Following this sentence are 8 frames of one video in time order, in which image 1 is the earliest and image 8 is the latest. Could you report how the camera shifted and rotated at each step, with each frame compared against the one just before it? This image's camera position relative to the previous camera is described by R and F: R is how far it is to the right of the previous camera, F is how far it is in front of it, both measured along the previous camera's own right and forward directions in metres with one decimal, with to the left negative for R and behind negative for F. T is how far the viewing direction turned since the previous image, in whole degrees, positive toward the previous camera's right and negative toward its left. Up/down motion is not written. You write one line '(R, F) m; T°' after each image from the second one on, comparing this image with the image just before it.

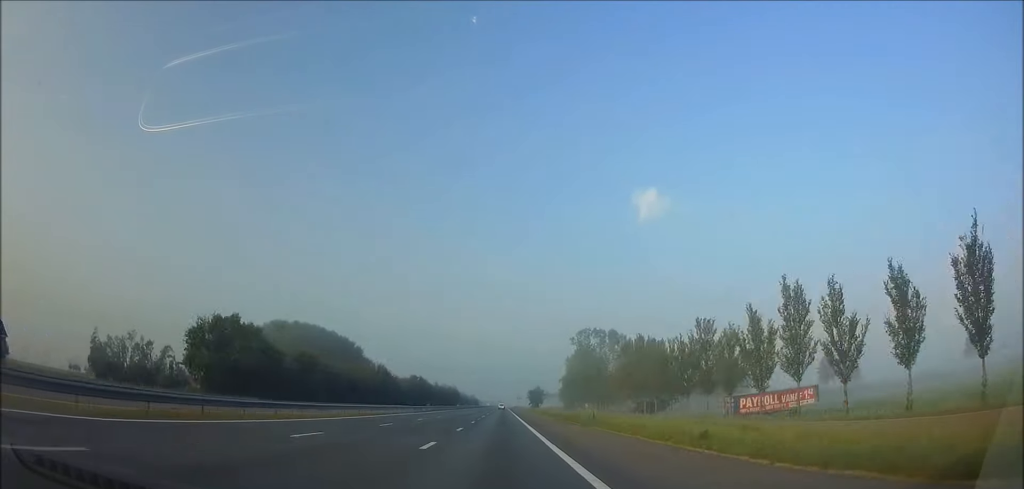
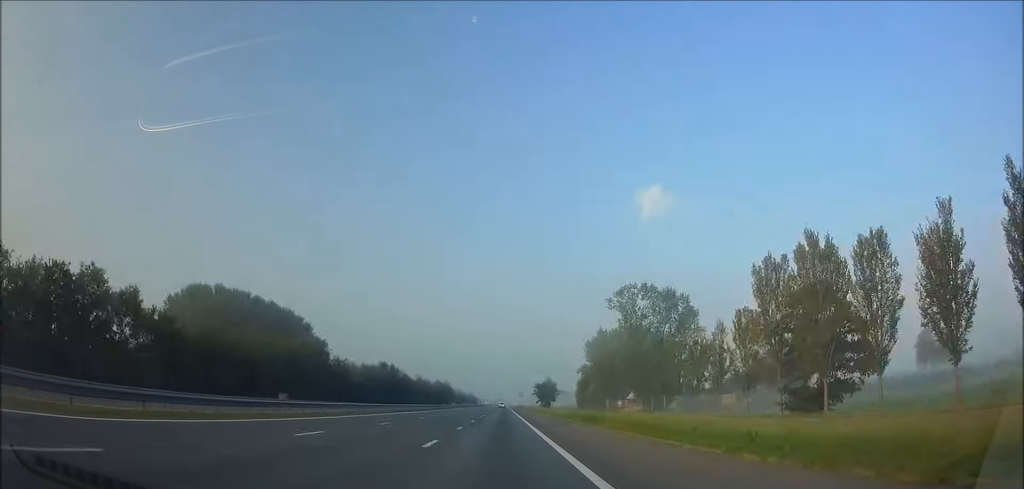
(0.0, +58.6) m; 0°
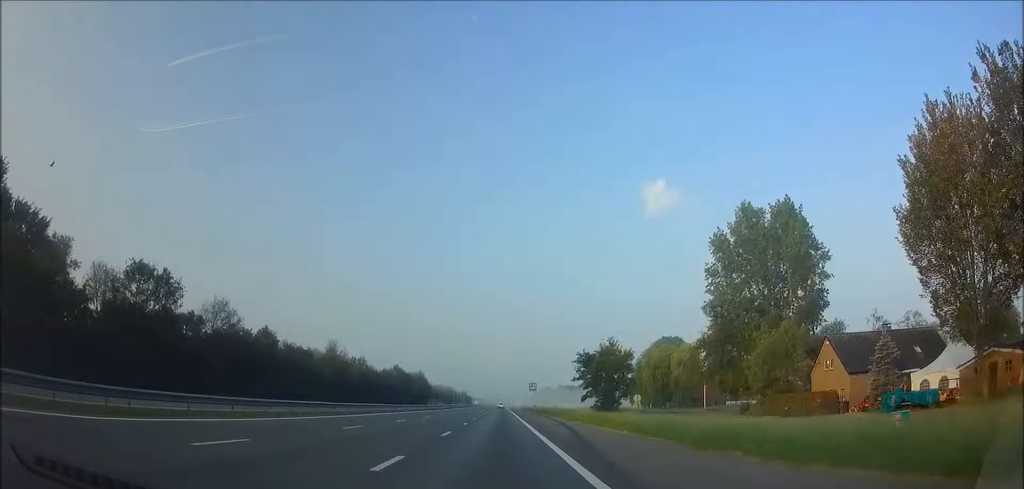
(0.0, +121.2) m; 0°
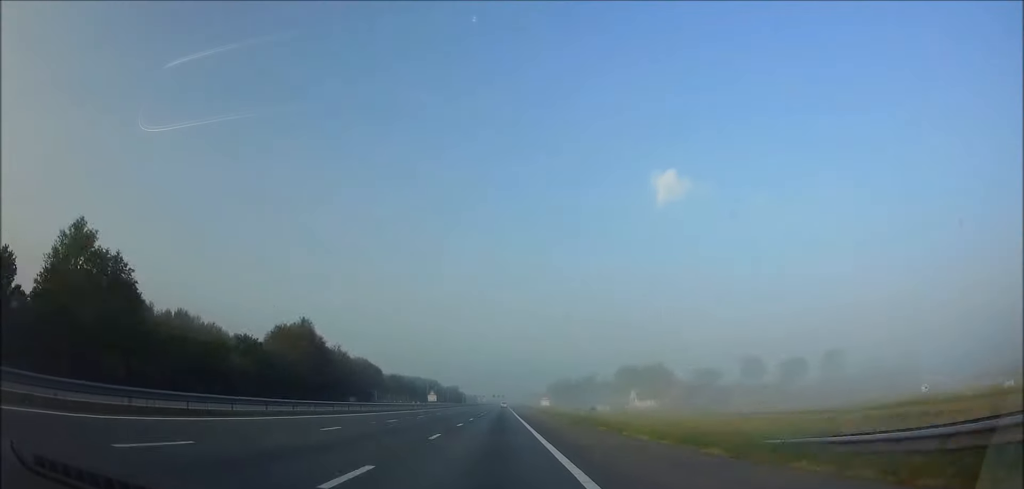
(-0.3, +176.1) m; 0°
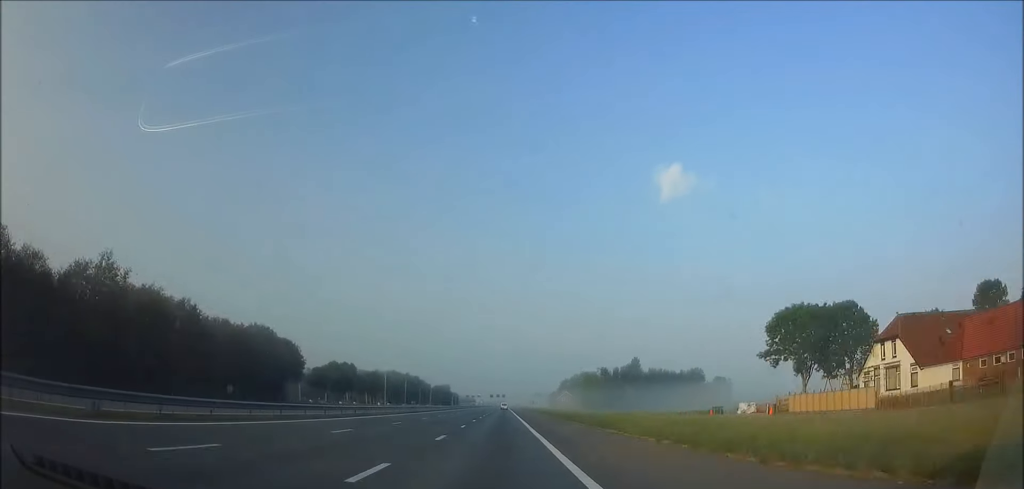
(-0.1, +120.1) m; 0°
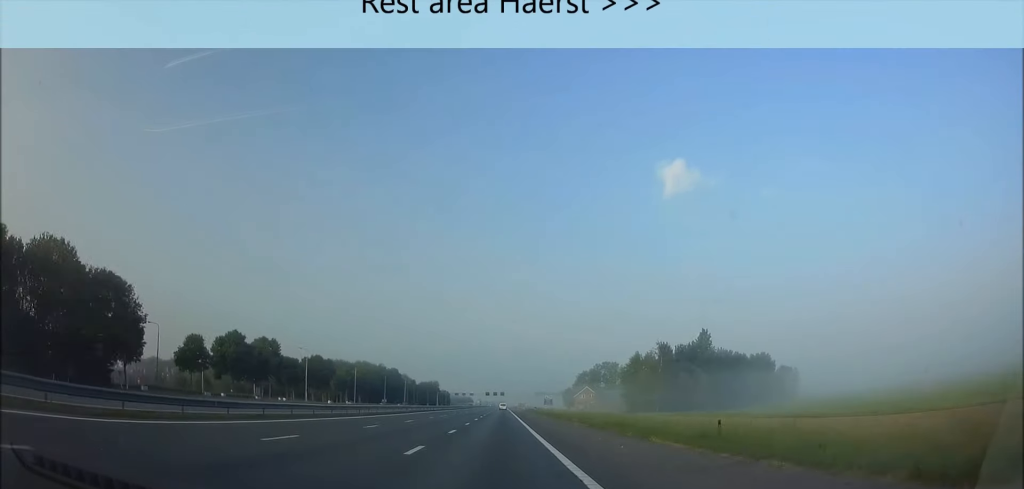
(+0.2, +106.7) m; 0°
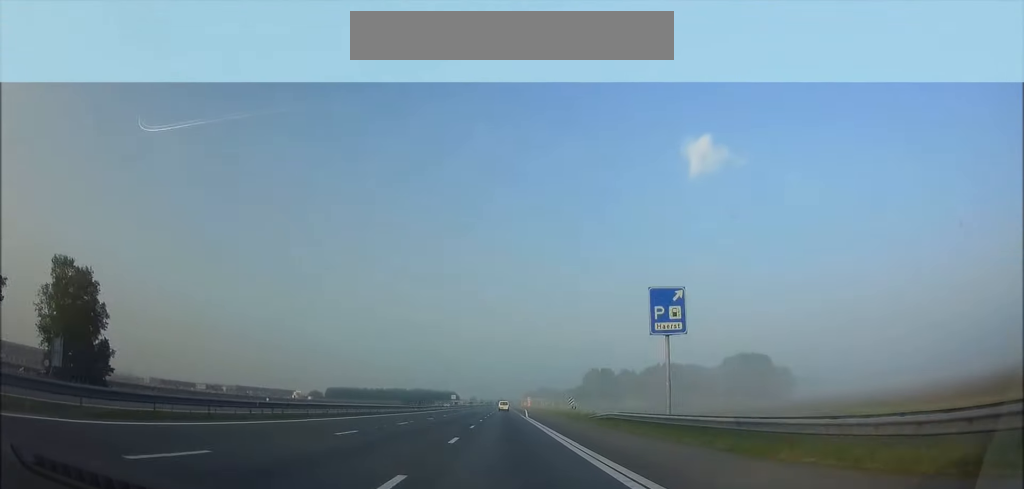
(+0.2, +353.4) m; 0°
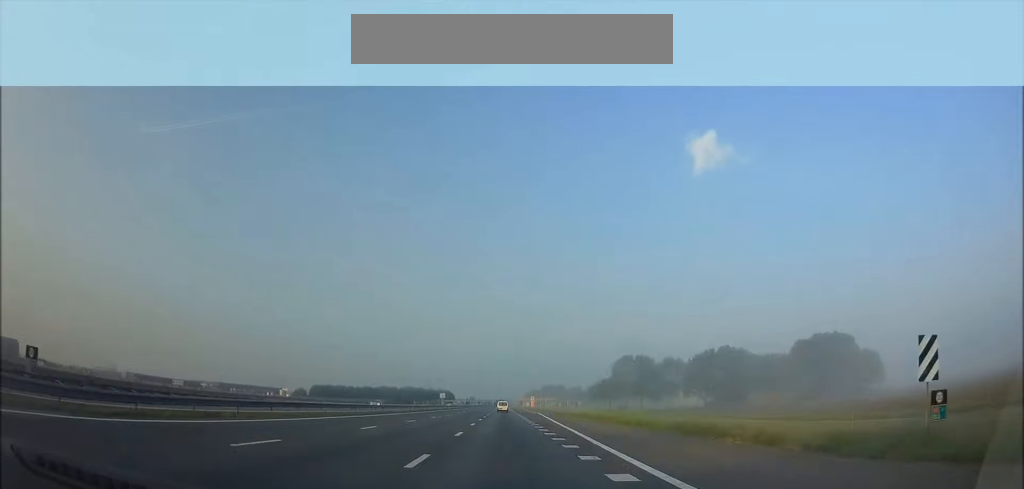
(+0.1, +58.3) m; 0°
